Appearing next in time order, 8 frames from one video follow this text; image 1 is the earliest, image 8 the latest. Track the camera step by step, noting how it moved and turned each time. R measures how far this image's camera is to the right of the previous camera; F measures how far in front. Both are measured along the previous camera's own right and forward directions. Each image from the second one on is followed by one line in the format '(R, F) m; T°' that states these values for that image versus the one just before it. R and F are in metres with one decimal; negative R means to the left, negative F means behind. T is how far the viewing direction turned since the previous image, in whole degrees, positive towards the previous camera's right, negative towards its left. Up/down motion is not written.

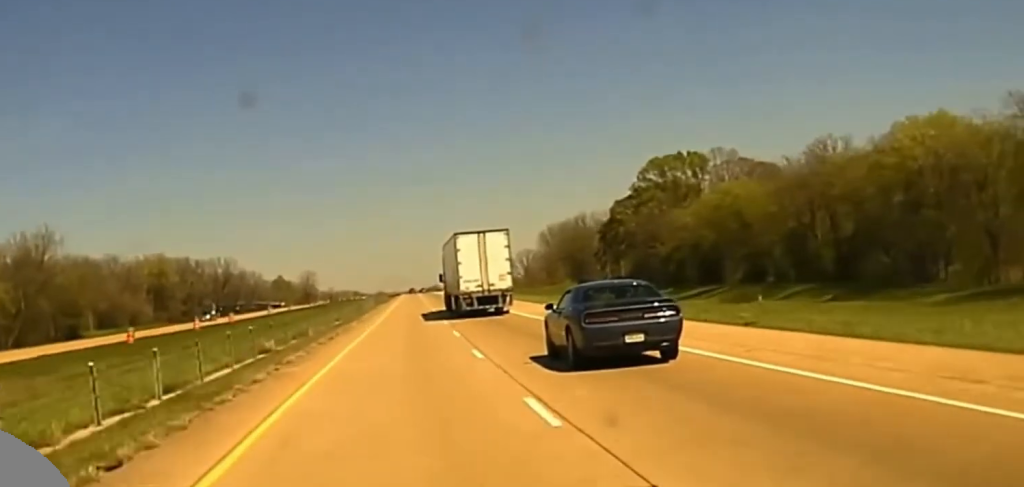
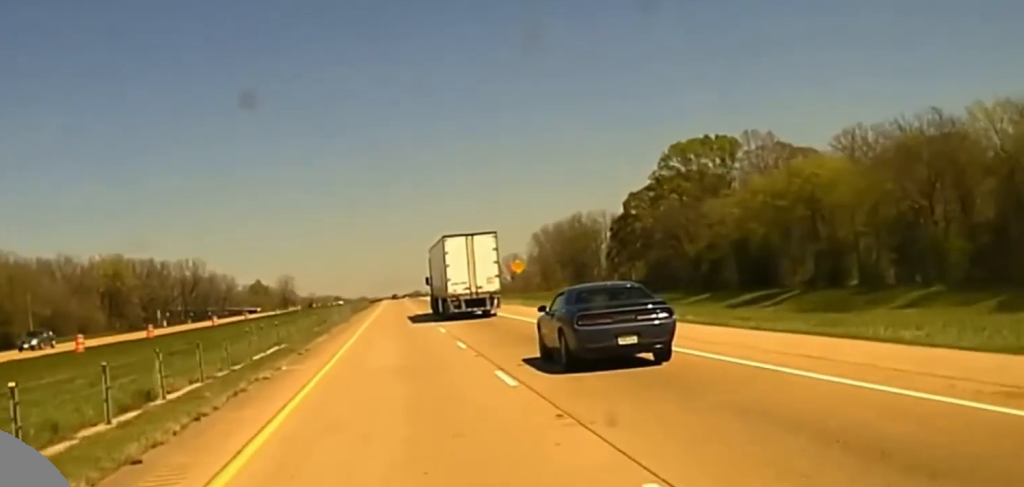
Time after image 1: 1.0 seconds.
(+0.1, +29.7) m; +1°
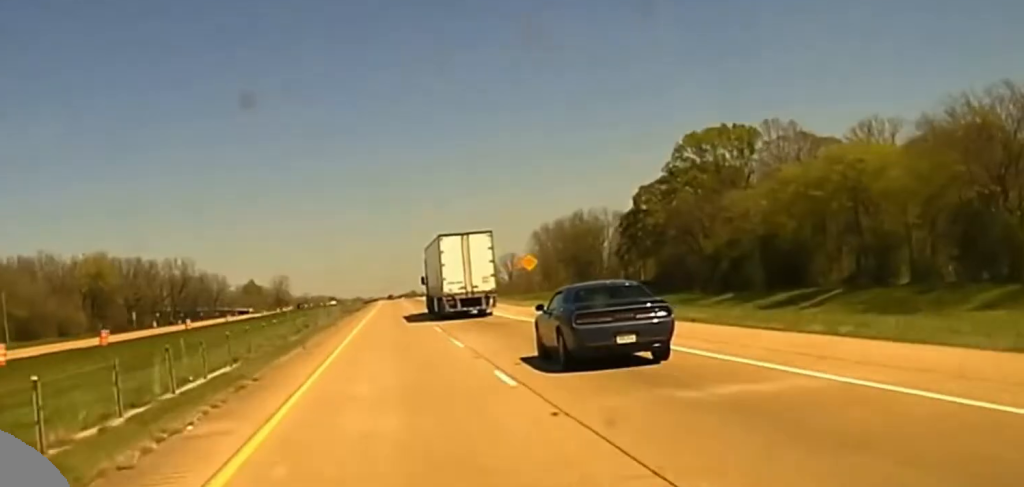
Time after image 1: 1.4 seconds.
(-0.1, +12.4) m; 0°
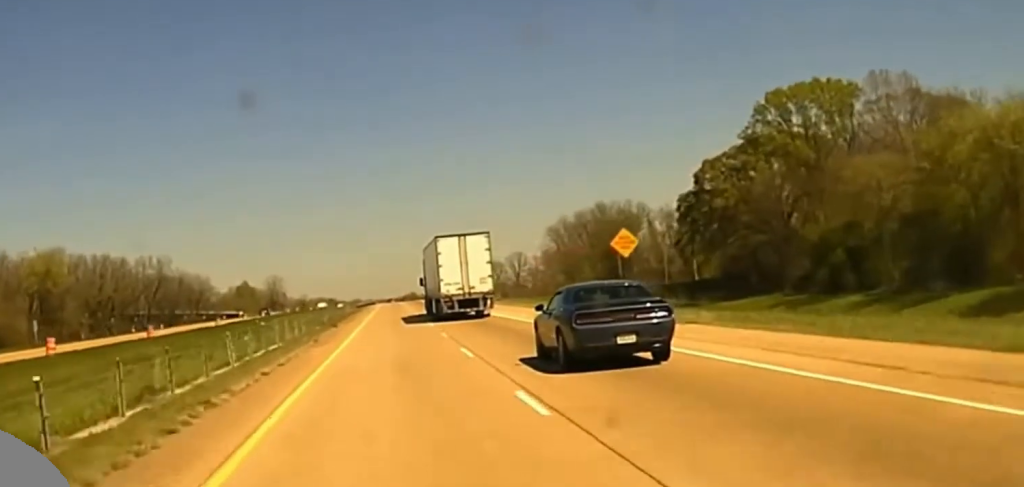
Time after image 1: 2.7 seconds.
(+0.4, +40.6) m; 0°
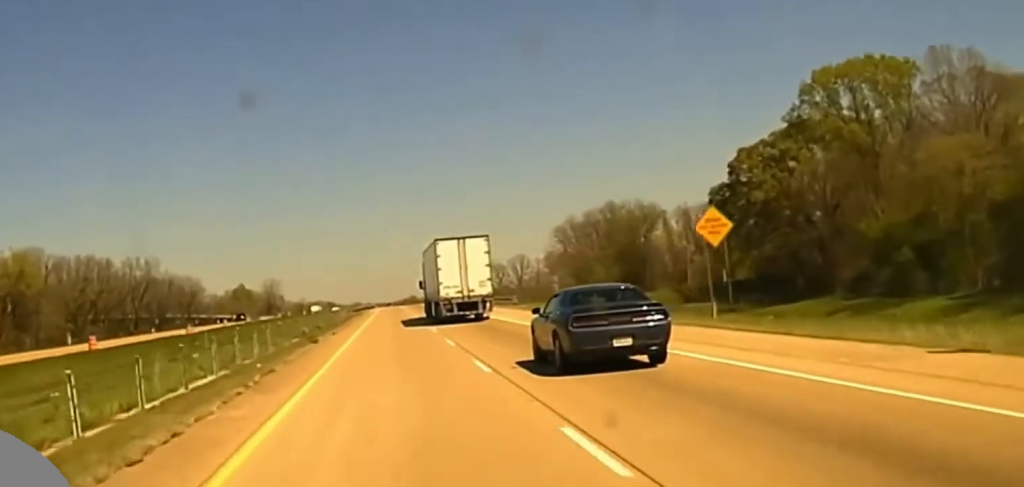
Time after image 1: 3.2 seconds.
(0.0, +17.8) m; 0°
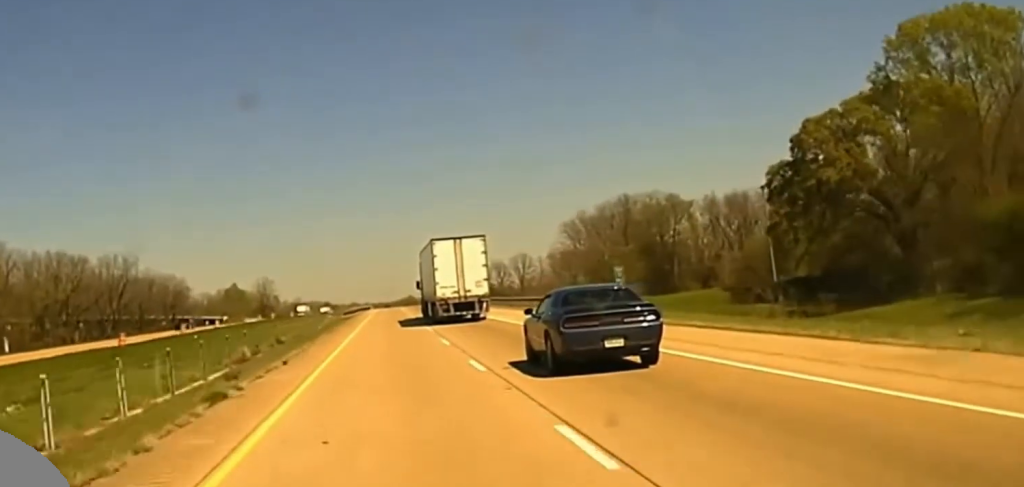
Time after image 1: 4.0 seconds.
(-0.2, +23.0) m; 0°
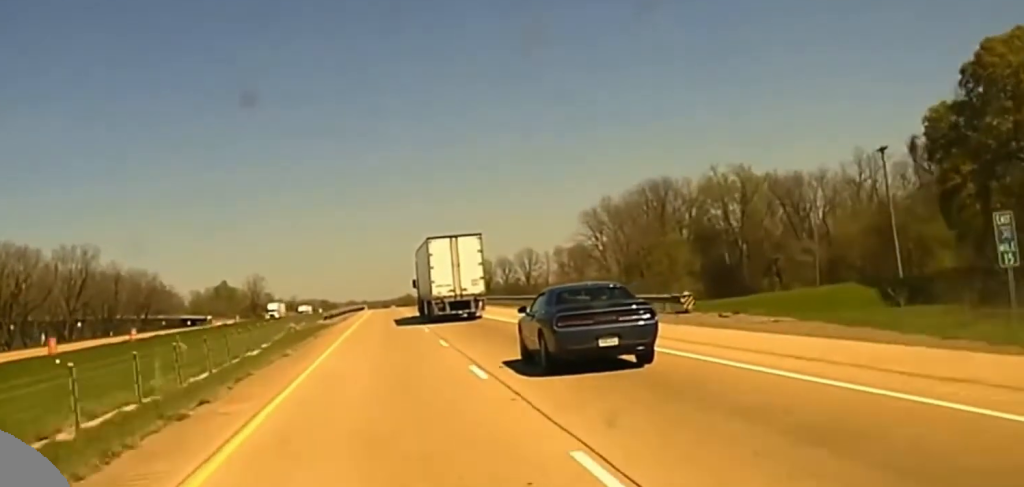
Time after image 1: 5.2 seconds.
(+0.4, +38.7) m; +1°
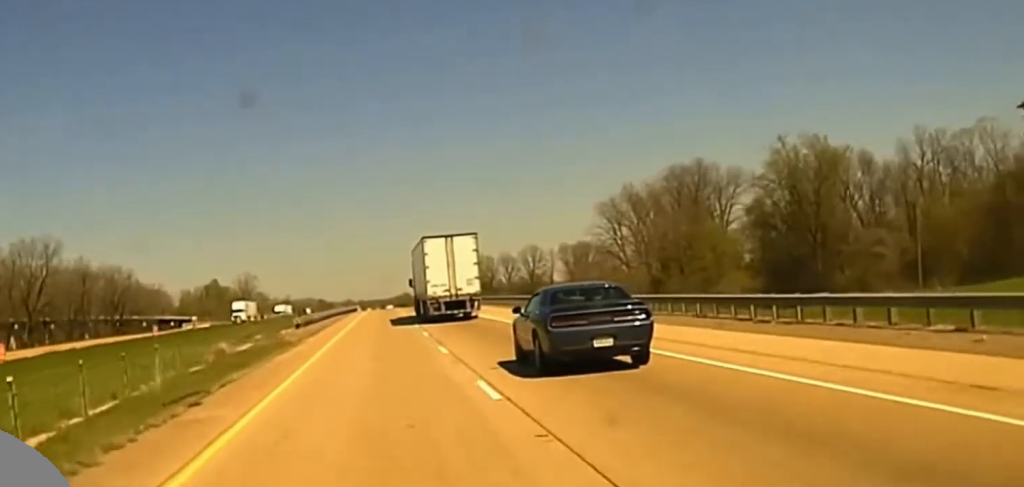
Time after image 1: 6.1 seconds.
(-0.1, +28.2) m; 0°
